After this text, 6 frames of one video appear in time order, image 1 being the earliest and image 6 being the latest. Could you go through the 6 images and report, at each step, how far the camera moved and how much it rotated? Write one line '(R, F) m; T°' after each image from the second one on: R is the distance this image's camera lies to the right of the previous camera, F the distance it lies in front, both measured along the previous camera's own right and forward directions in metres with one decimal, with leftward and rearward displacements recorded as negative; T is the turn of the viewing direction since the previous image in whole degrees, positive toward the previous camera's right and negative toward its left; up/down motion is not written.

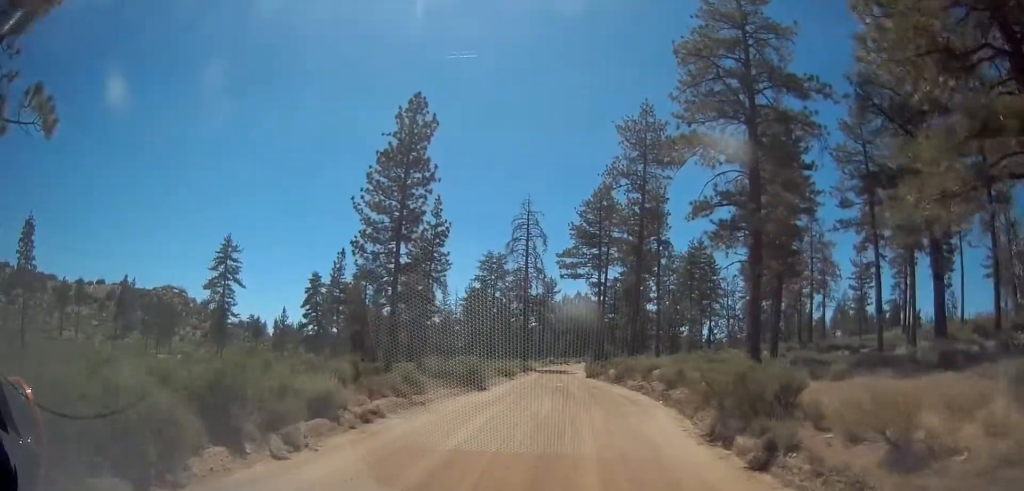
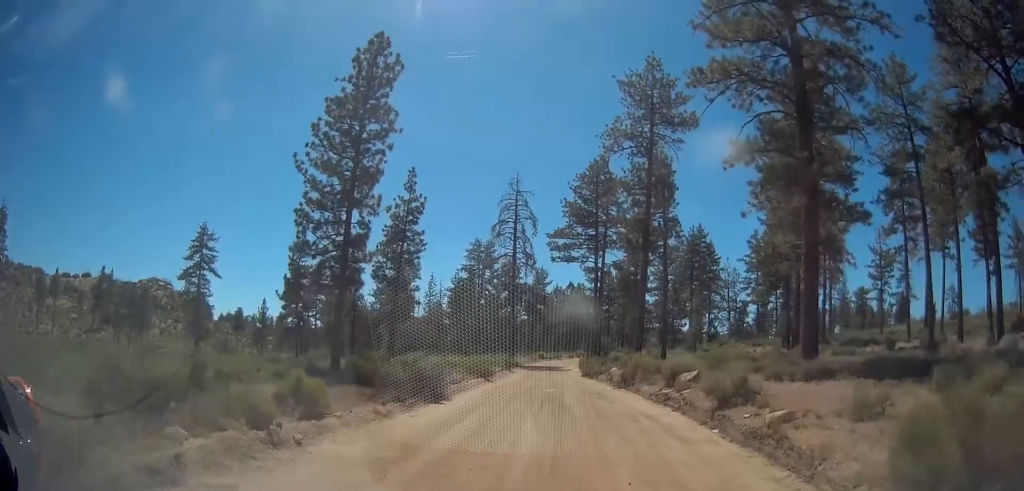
(-0.1, +7.7) m; -2°
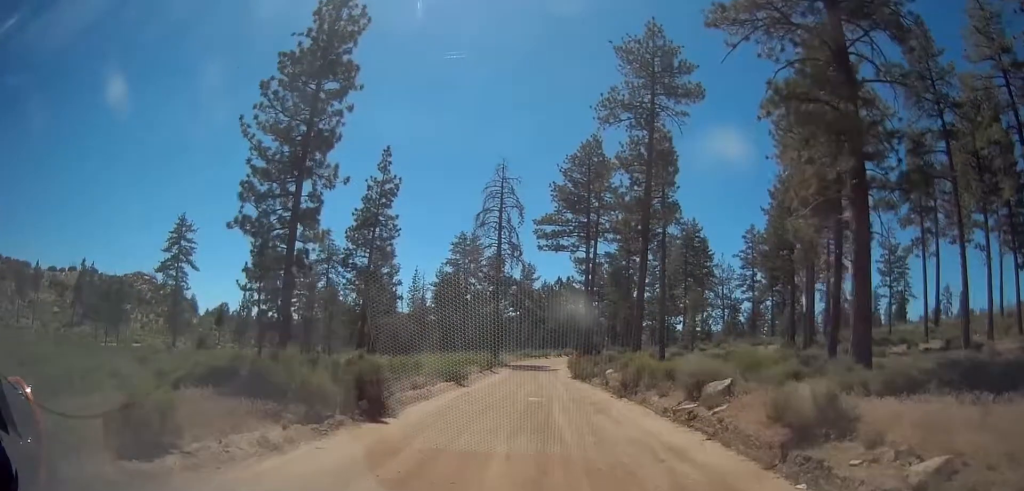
(0.0, +5.0) m; 0°
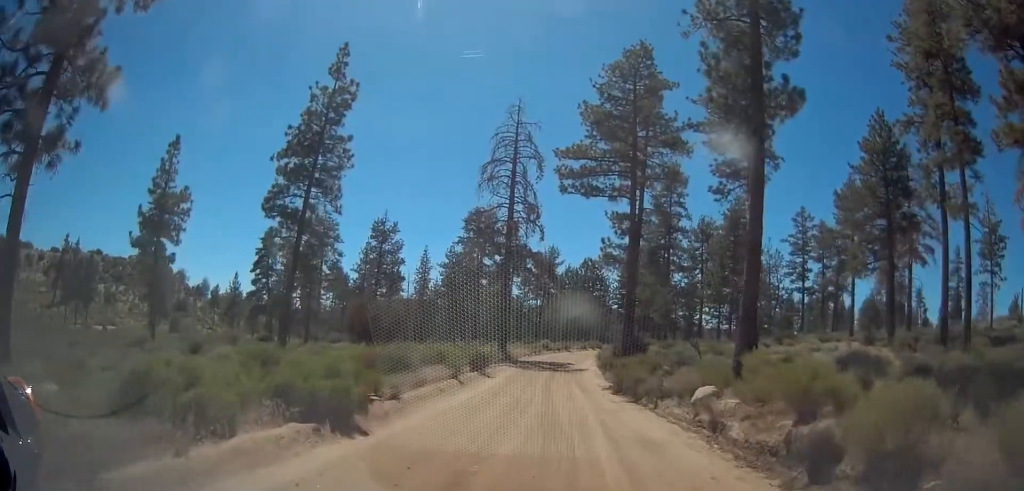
(-0.1, +16.4) m; 0°
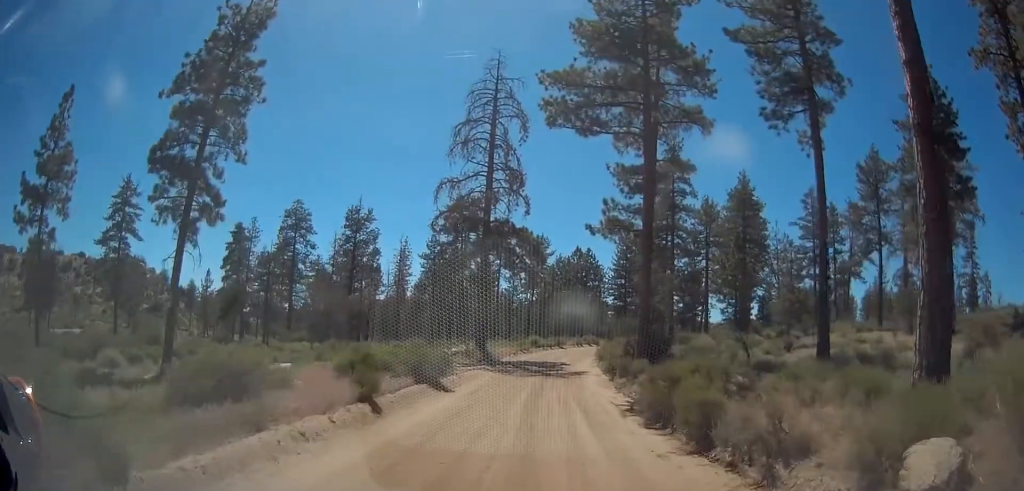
(0.0, +9.7) m; 0°
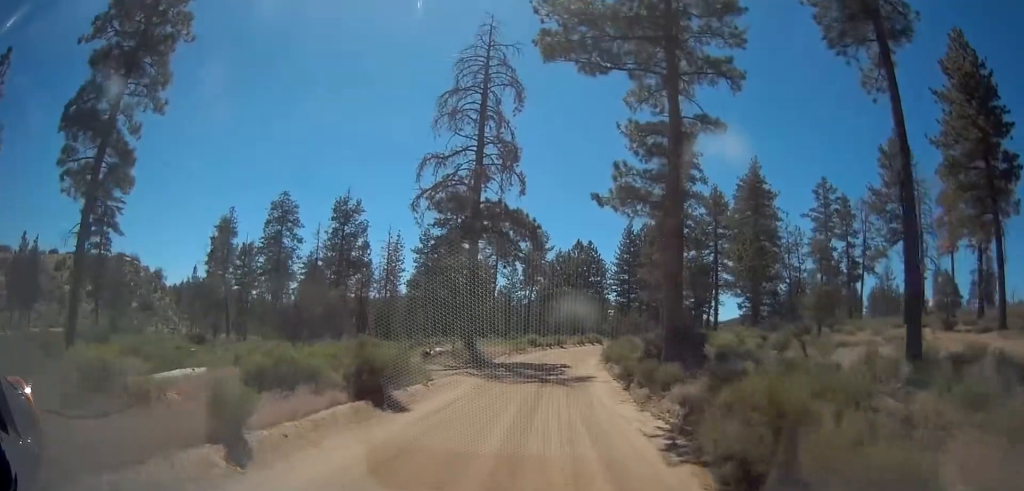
(0.0, +5.7) m; +1°
